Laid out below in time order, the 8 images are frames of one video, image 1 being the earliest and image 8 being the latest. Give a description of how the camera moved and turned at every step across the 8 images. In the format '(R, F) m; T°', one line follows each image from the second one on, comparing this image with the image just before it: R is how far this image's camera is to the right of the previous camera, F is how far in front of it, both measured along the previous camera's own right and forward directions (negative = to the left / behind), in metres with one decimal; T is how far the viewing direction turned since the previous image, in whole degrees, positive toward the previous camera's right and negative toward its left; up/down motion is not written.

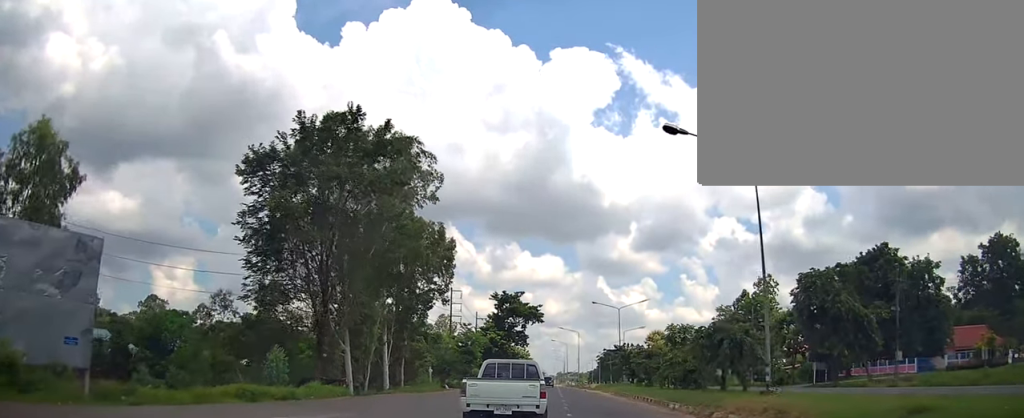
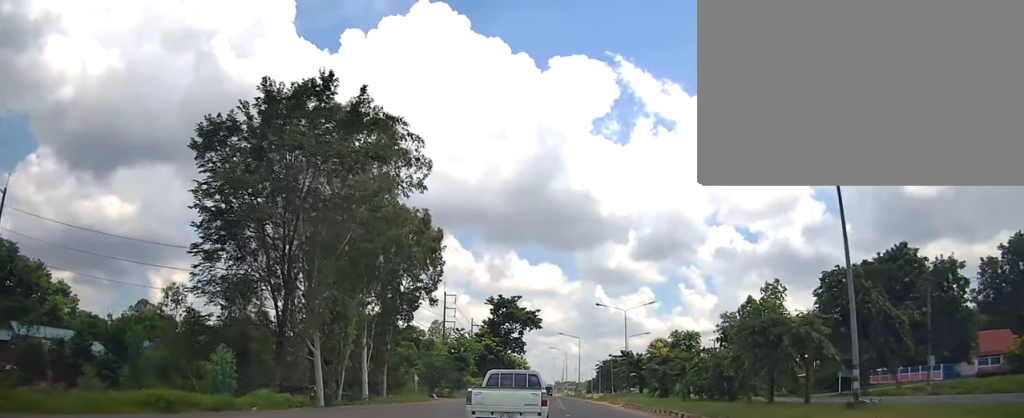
(+0.1, +6.1) m; 0°
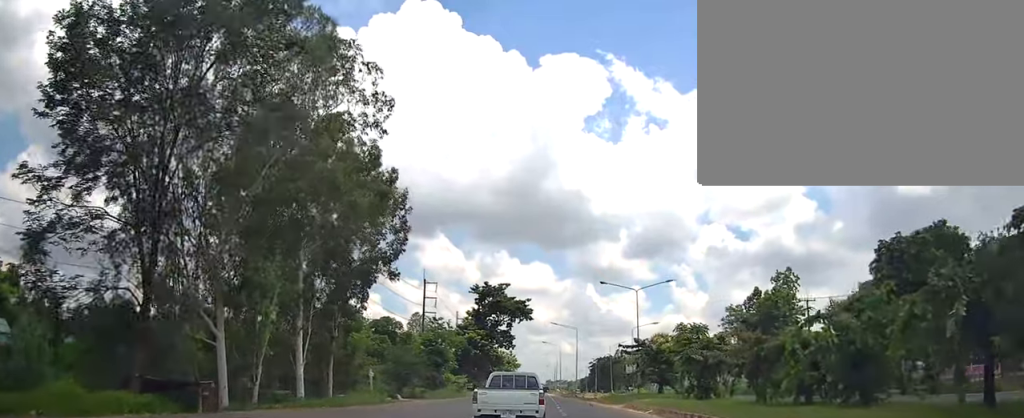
(0.0, +12.0) m; 0°
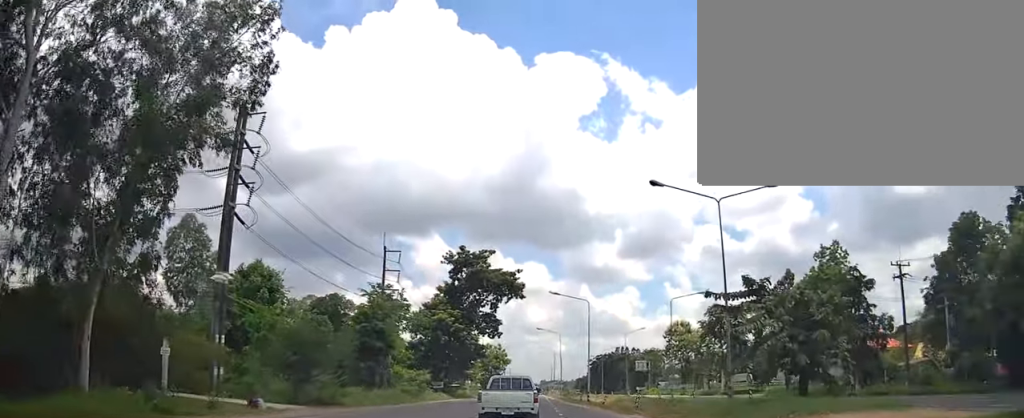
(-0.1, +22.4) m; -1°
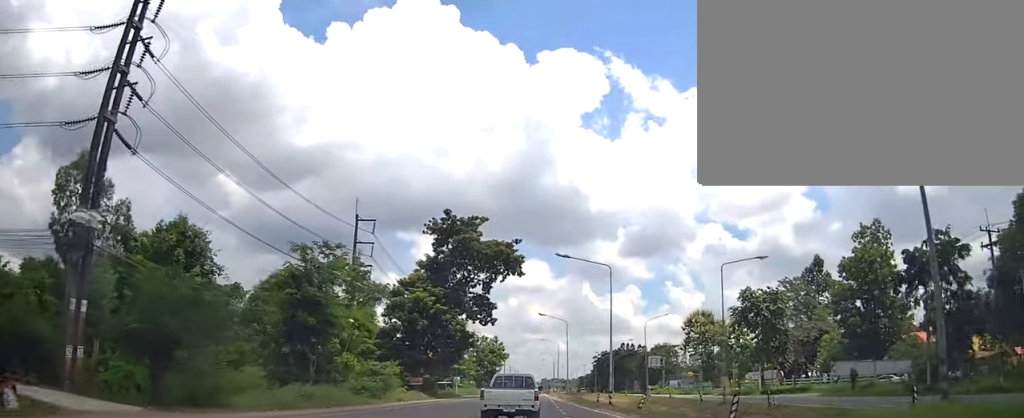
(-0.1, +12.4) m; 0°
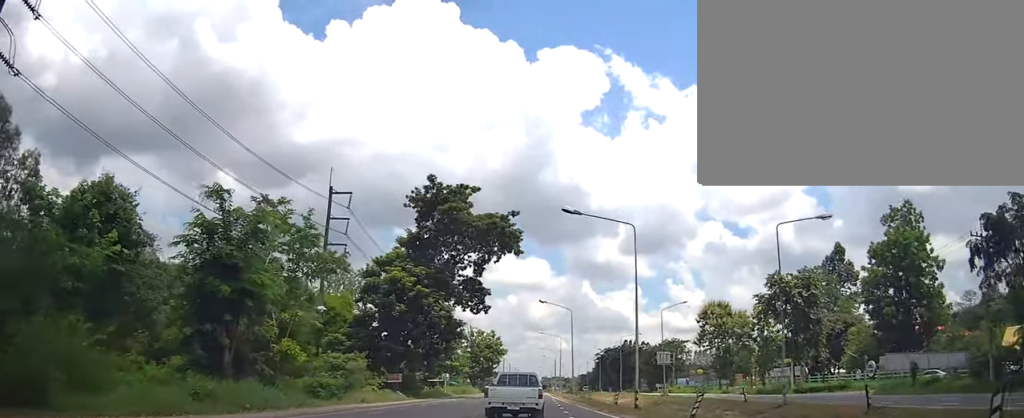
(0.0, +8.1) m; +1°
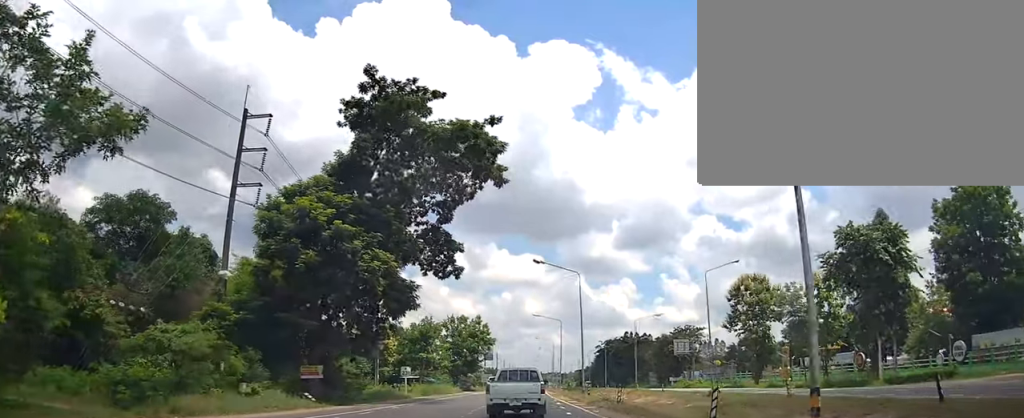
(+0.2, +16.1) m; 0°
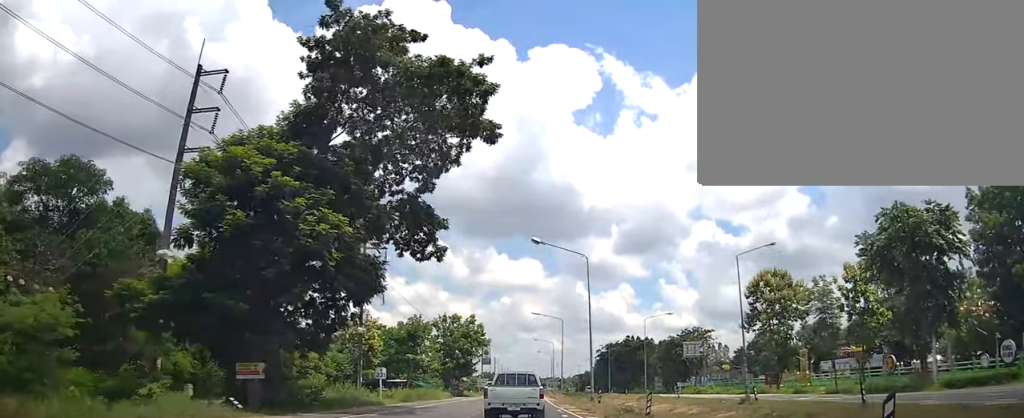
(-0.1, +6.7) m; 0°
